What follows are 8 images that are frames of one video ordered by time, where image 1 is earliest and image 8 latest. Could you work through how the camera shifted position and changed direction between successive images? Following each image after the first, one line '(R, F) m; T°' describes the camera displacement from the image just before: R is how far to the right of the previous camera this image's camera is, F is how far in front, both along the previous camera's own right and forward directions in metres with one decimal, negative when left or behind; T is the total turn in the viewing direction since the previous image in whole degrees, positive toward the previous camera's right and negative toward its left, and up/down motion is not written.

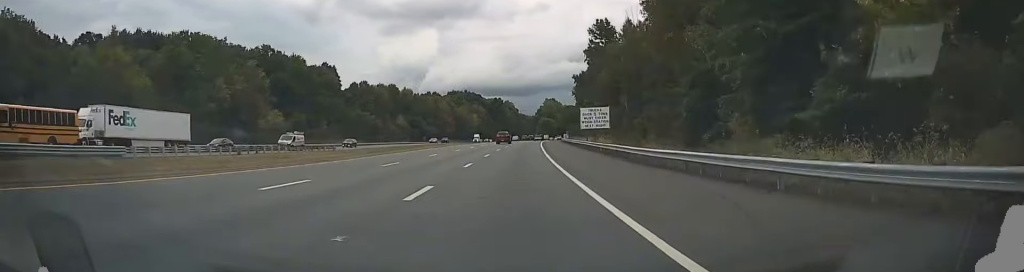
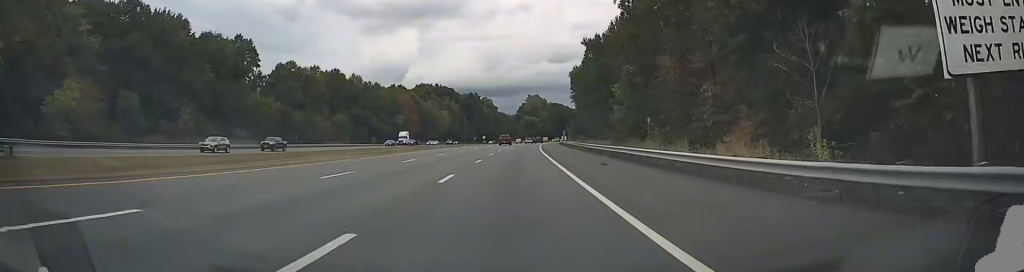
(+1.1, +56.8) m; +2°
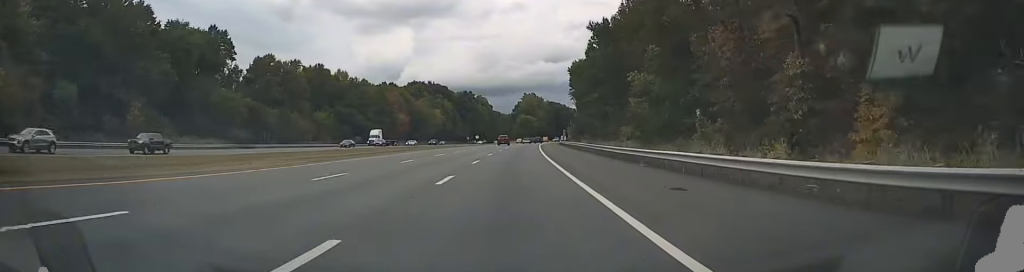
(0.0, +12.7) m; +1°
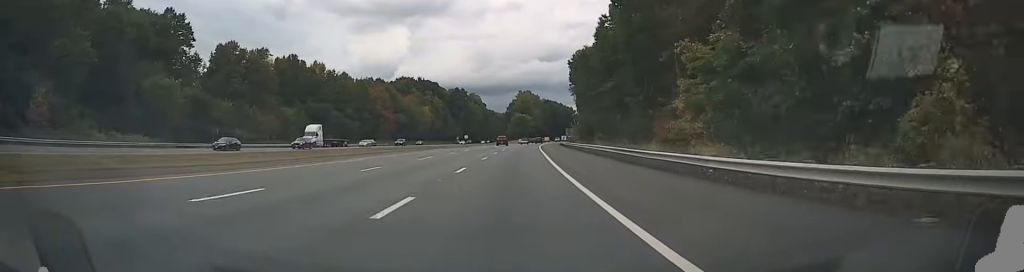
(+0.2, +19.0) m; +1°
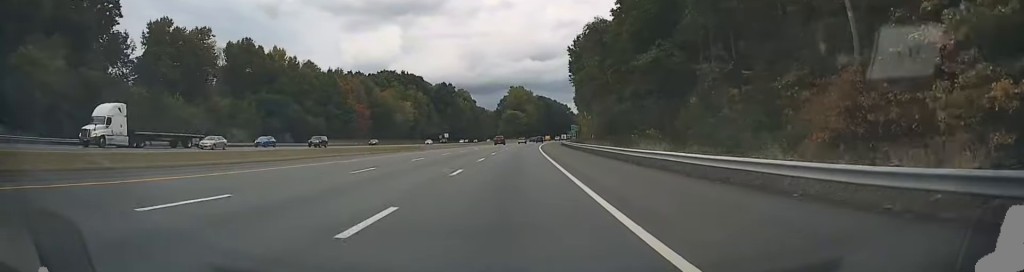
(+0.2, +26.4) m; +1°
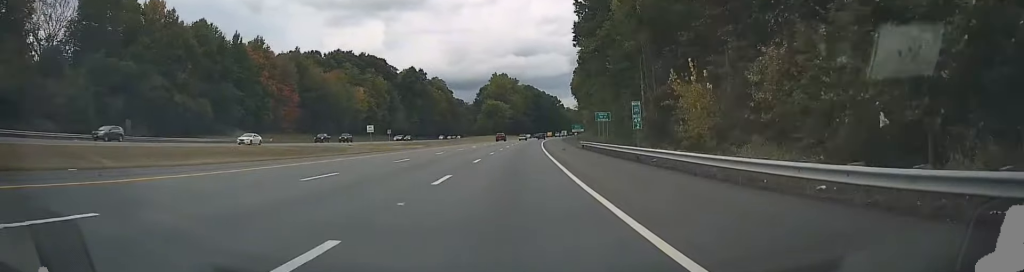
(+0.7, +53.2) m; +2°
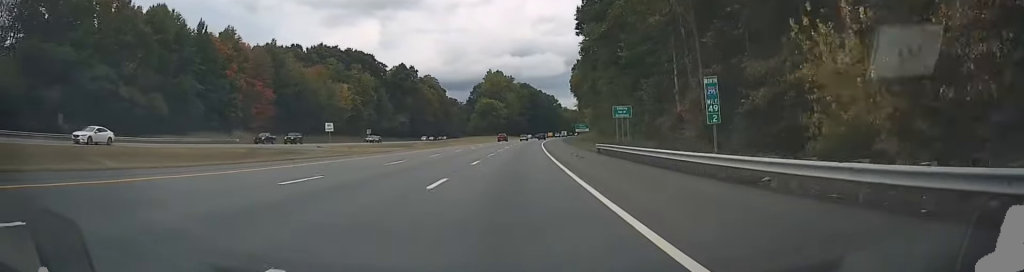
(+0.2, +14.1) m; 0°
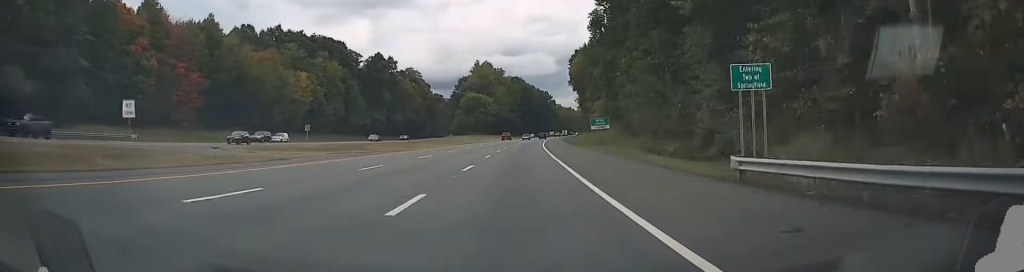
(-0.1, +30.7) m; +1°
